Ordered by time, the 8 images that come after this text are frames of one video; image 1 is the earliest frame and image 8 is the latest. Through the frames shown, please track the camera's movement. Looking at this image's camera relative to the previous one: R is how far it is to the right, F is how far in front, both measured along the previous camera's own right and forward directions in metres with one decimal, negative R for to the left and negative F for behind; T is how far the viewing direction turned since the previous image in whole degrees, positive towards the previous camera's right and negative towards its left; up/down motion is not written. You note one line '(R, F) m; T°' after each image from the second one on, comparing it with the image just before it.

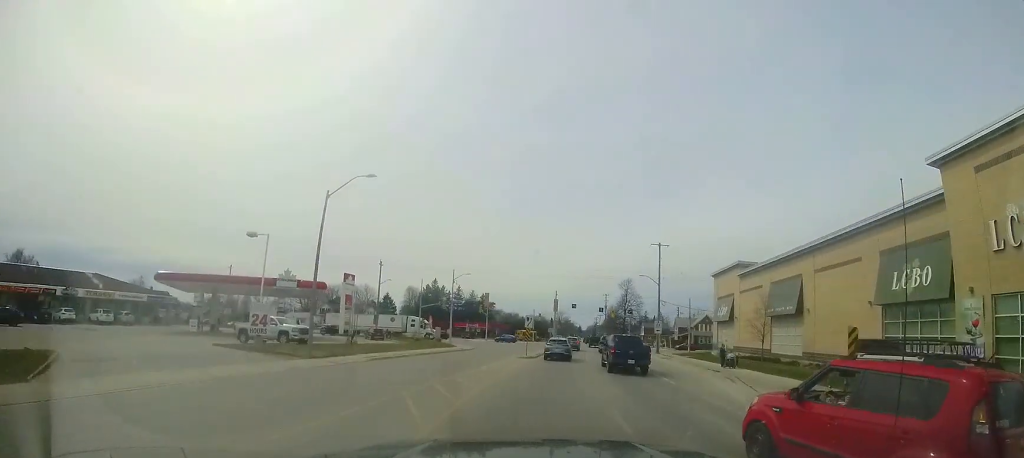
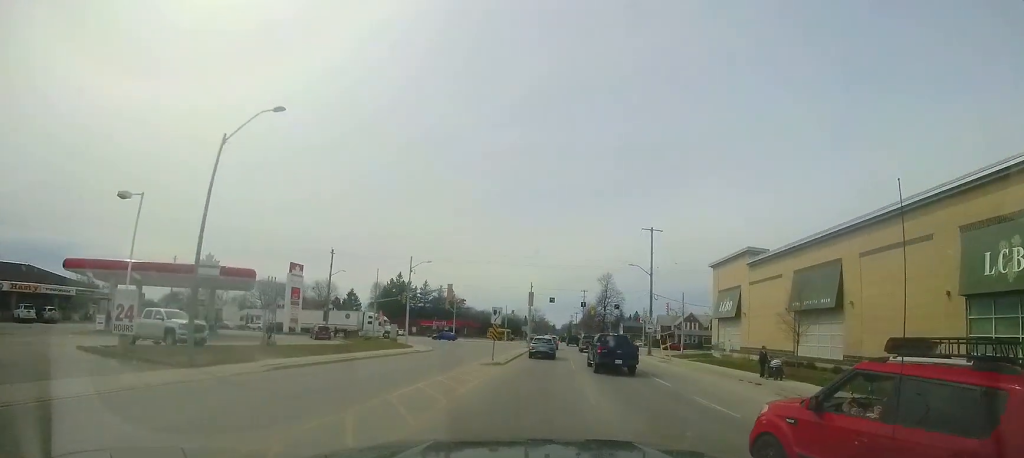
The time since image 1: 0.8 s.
(0.0, +5.6) m; +6°
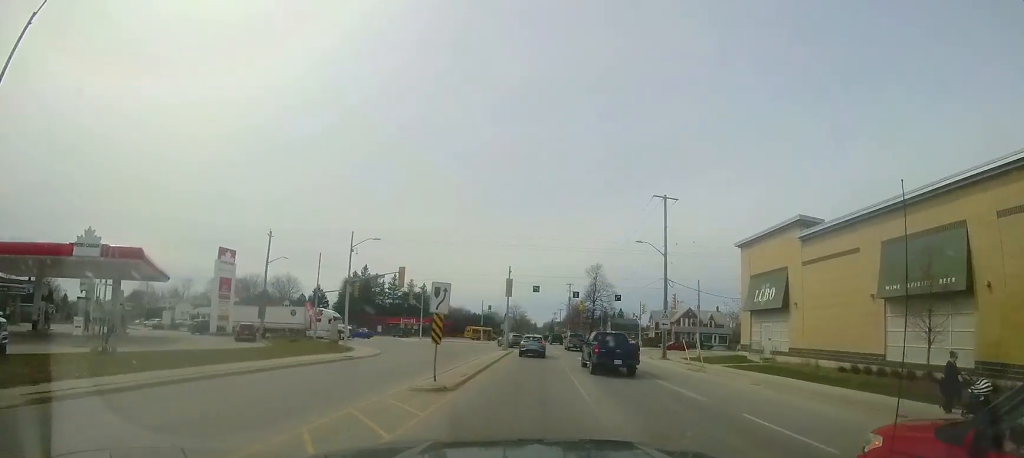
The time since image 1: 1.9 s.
(+0.8, +8.5) m; +7°
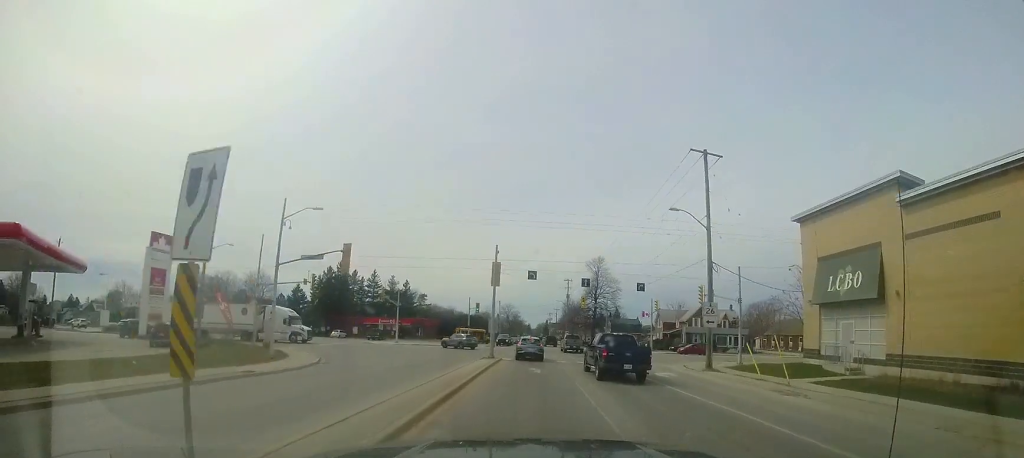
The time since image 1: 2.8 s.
(+0.1, +8.5) m; +3°
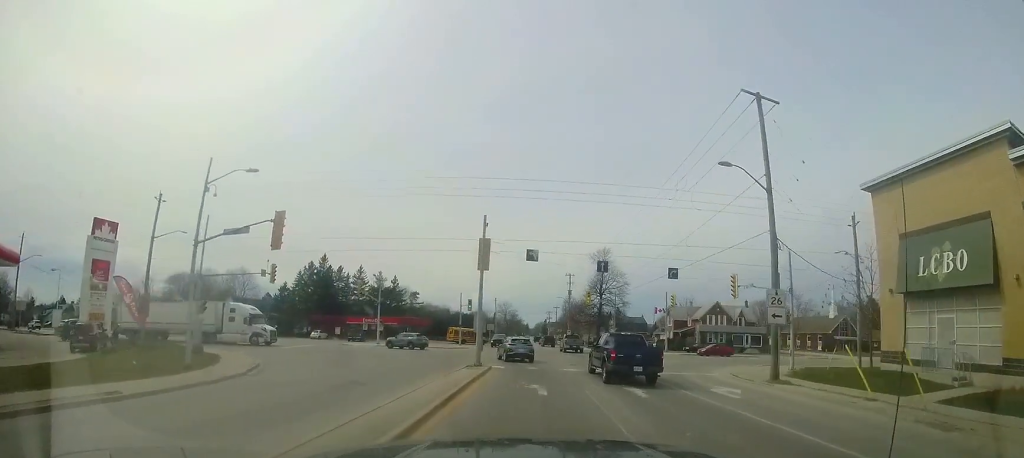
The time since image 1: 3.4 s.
(+0.1, +6.3) m; +1°
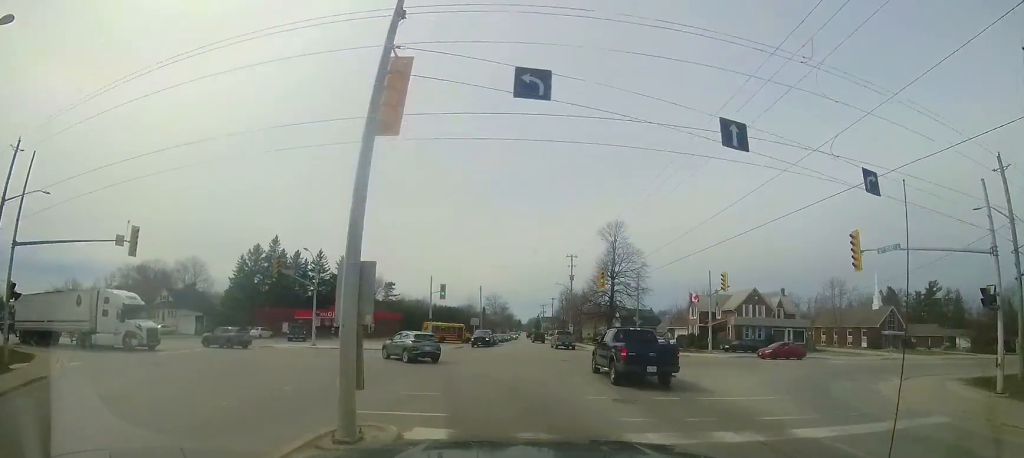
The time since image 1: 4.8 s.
(0.0, +13.5) m; -2°
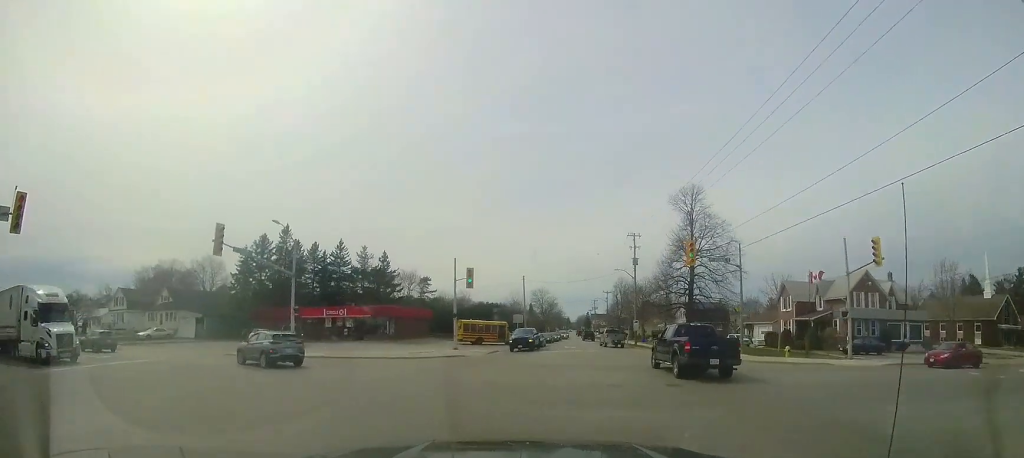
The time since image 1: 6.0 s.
(-0.1, +11.9) m; -7°
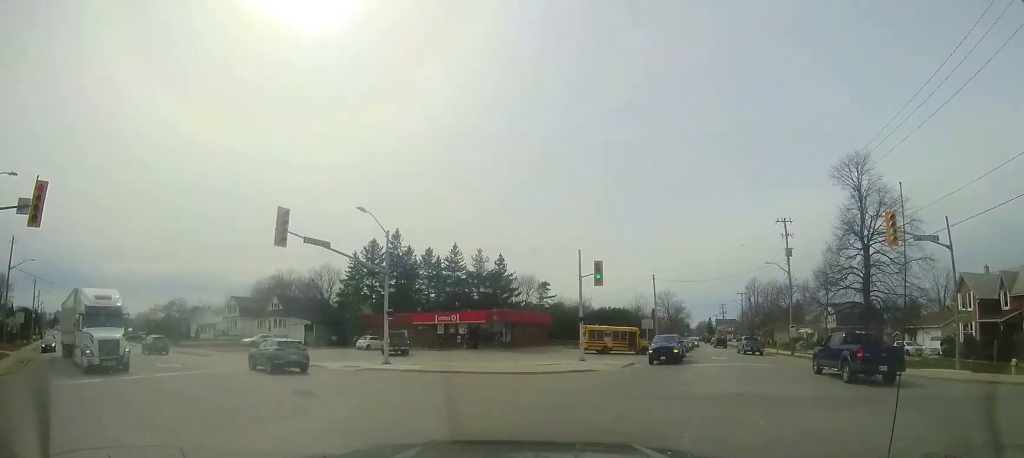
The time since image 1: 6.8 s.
(-0.9, +6.8) m; -15°
